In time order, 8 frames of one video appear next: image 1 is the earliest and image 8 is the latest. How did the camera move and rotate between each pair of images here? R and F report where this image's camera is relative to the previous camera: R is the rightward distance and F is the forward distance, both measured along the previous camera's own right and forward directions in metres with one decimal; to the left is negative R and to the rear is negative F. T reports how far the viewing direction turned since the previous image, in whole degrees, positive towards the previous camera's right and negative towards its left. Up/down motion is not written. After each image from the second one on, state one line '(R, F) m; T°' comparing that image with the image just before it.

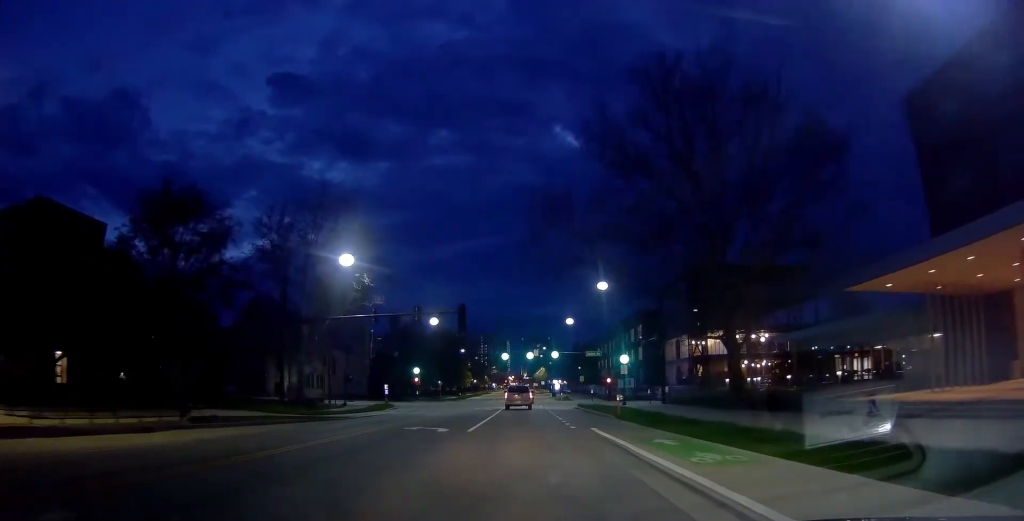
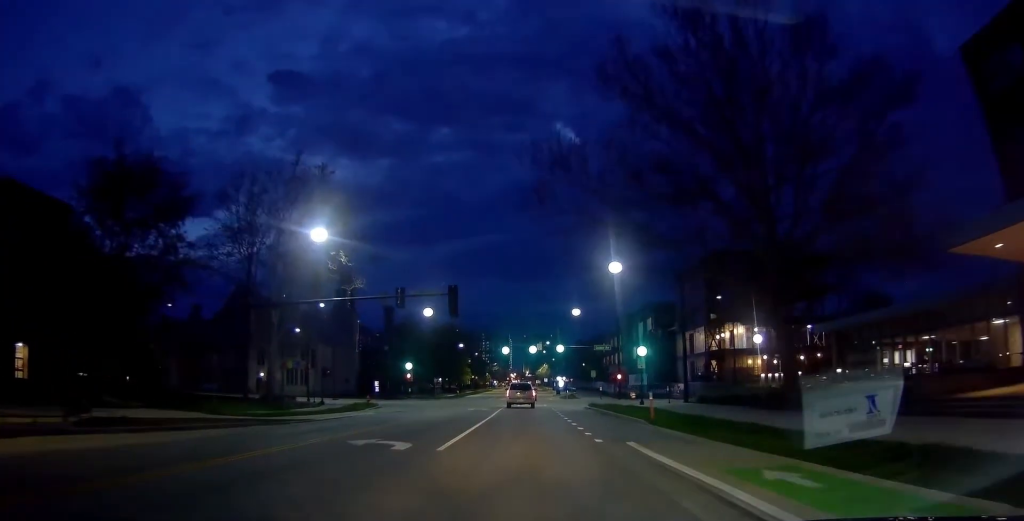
(+0.1, +7.5) m; +3°
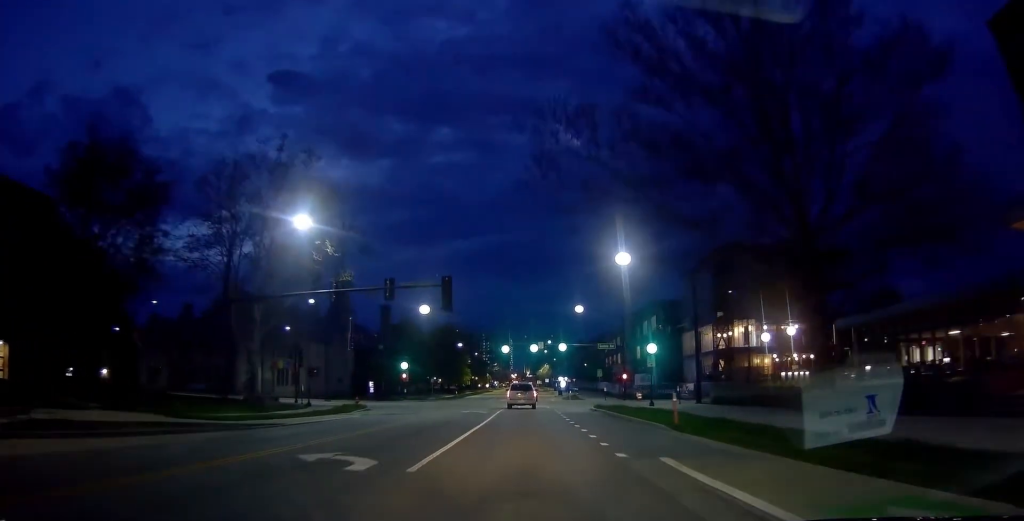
(+0.1, +2.7) m; +1°
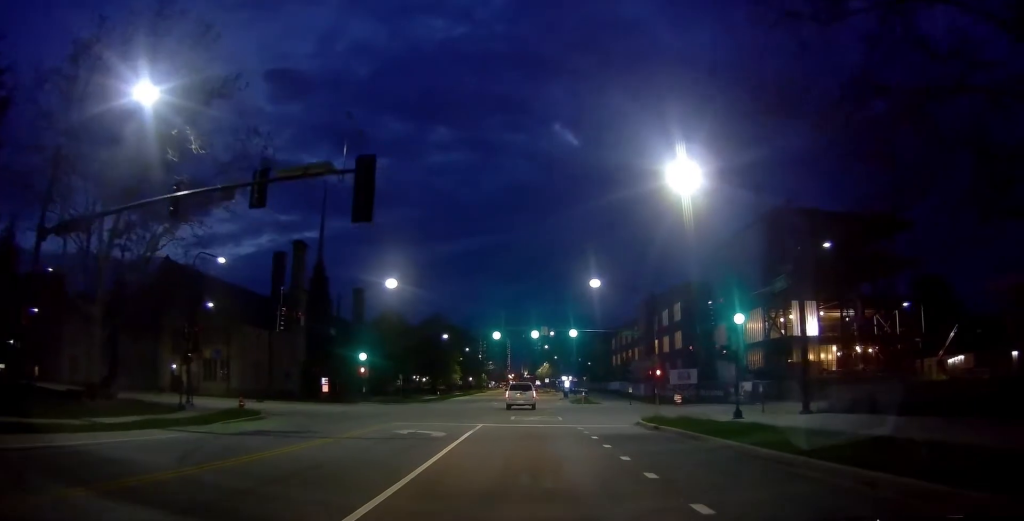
(-0.1, +16.7) m; 0°
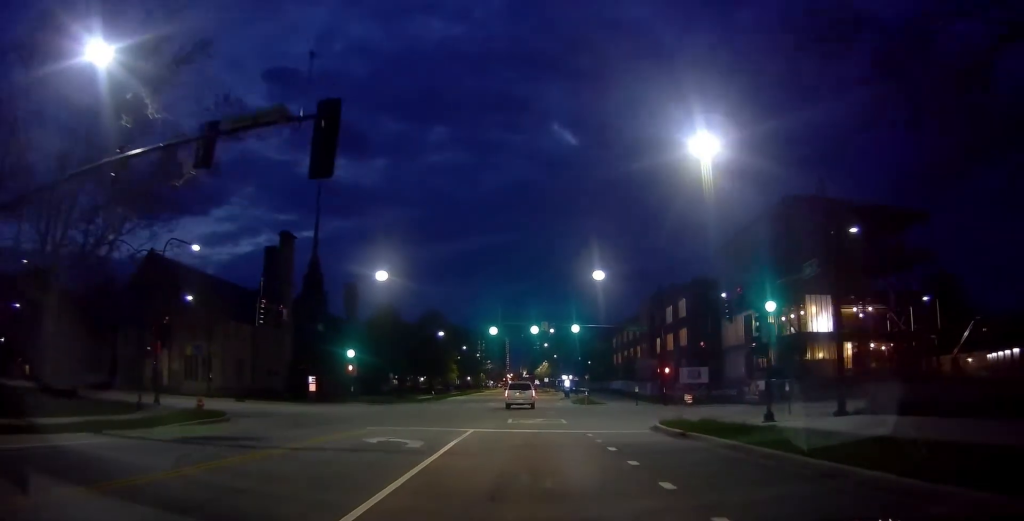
(0.0, +3.6) m; 0°
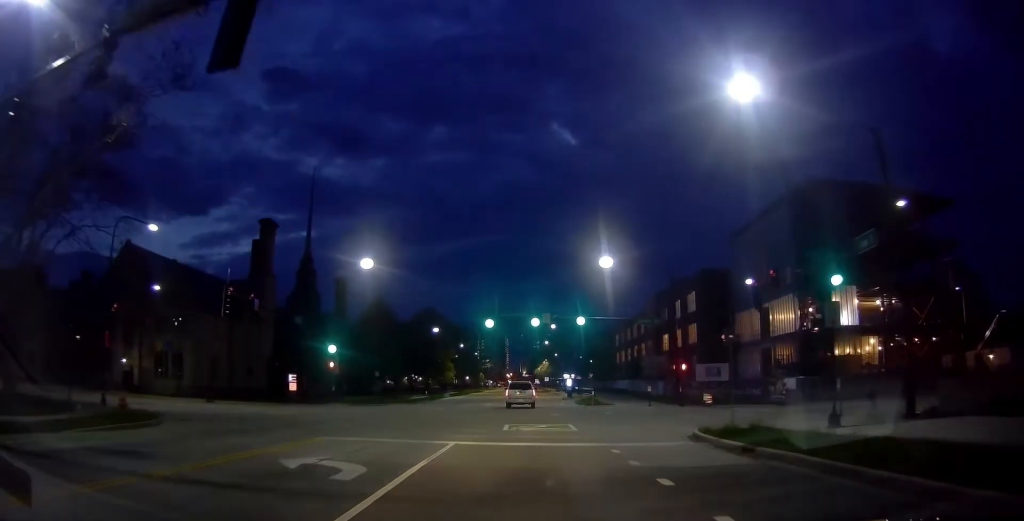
(+0.2, +5.4) m; -1°
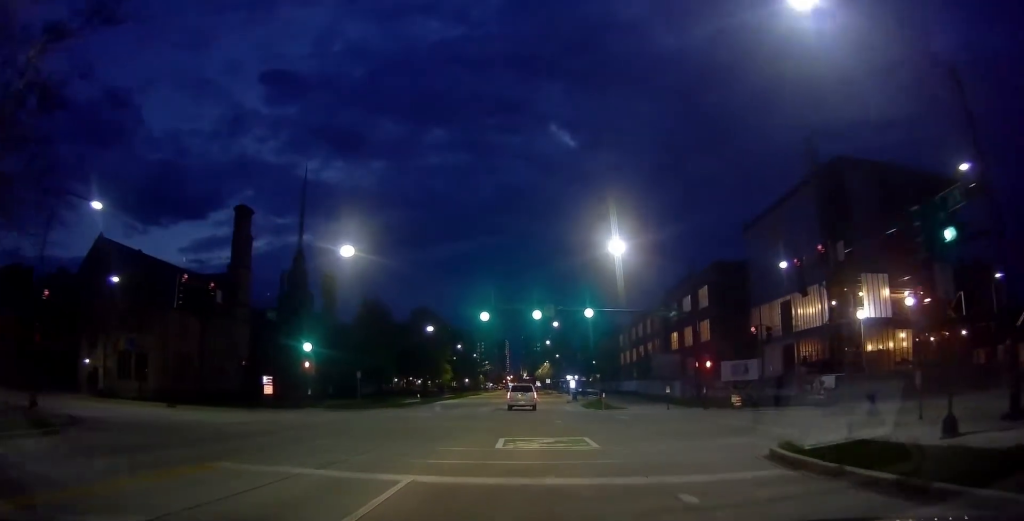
(-0.2, +5.4) m; -2°
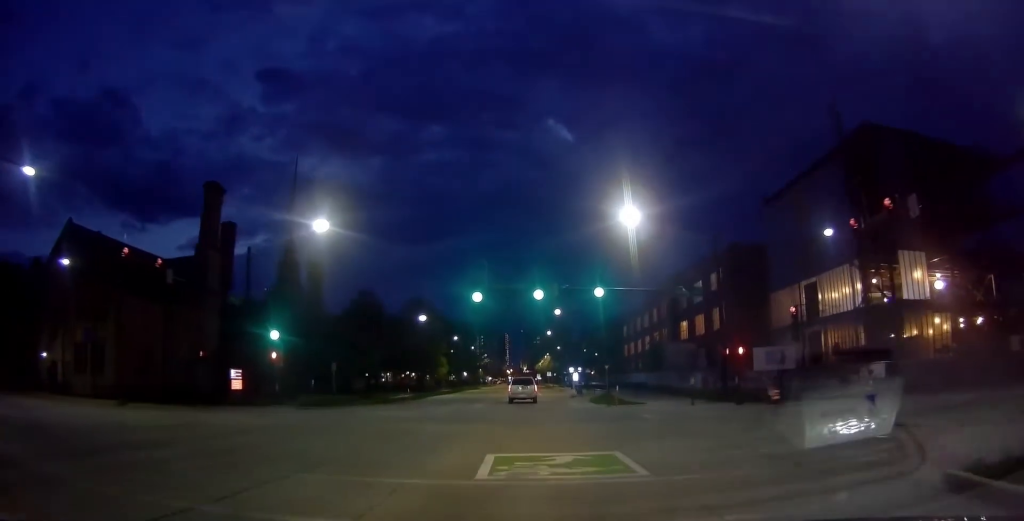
(-0.2, +5.8) m; -2°
